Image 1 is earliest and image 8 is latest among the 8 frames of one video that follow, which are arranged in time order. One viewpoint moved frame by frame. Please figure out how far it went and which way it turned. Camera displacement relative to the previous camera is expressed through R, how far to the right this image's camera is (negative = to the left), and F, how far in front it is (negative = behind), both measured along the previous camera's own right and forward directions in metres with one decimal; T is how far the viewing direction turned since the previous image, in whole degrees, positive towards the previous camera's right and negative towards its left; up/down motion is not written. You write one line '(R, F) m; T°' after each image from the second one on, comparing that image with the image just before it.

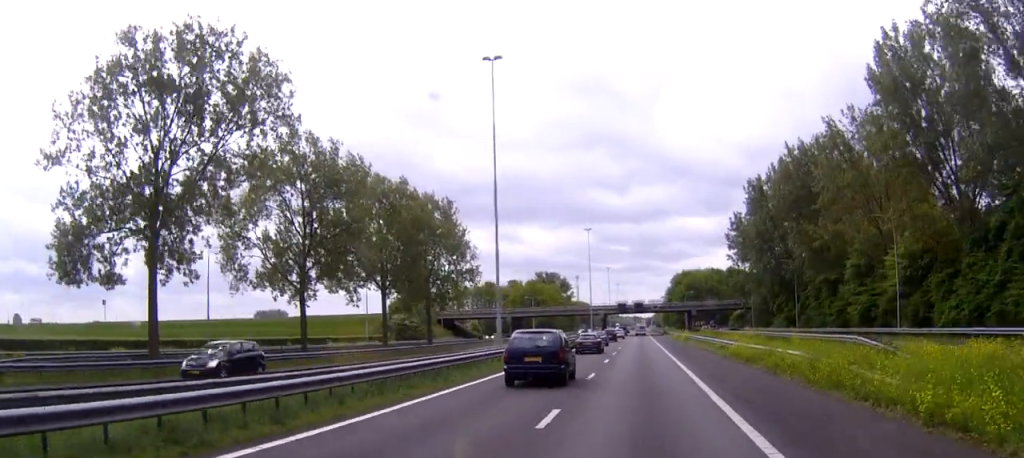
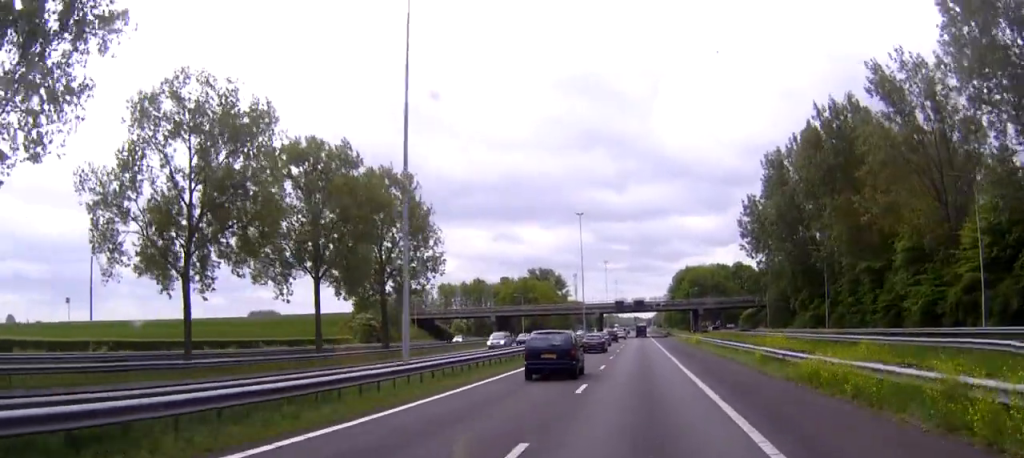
(0.0, +17.1) m; 0°
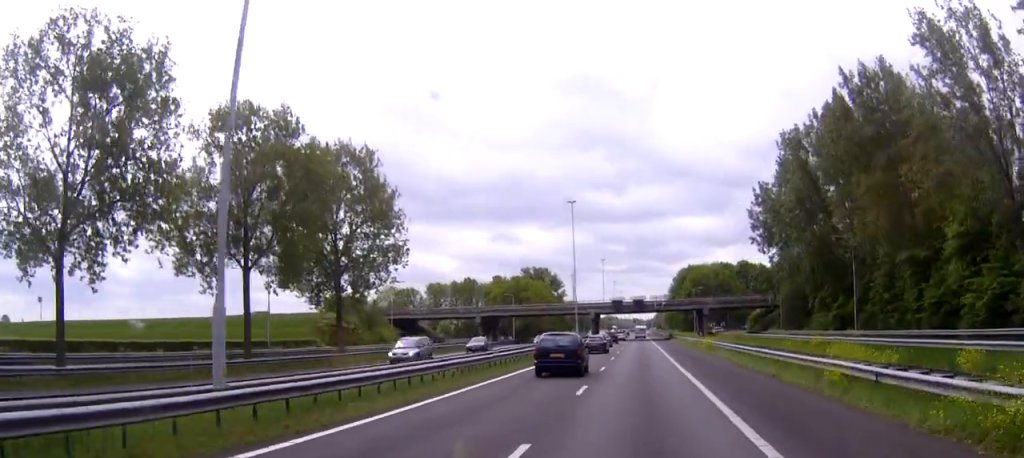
(0.0, +12.1) m; 0°
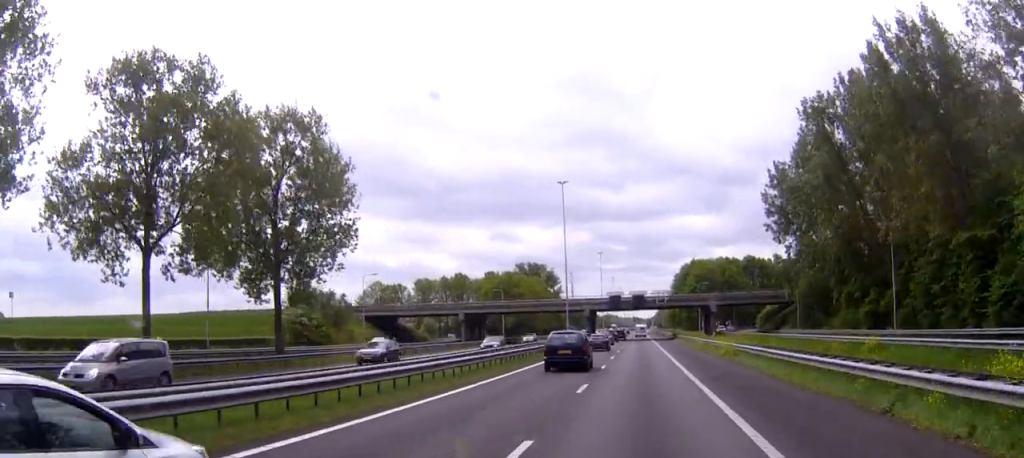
(+0.1, +12.0) m; 0°
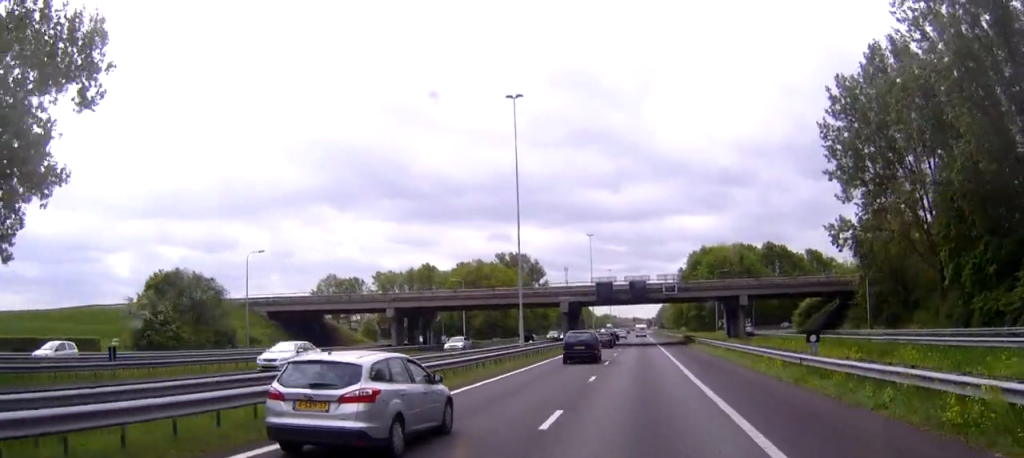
(+0.3, +32.0) m; 0°
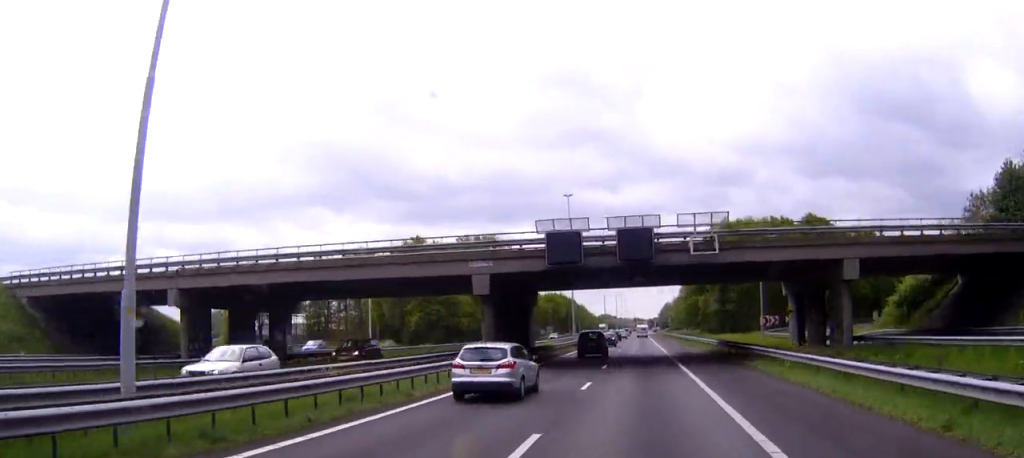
(-0.2, +40.5) m; -1°
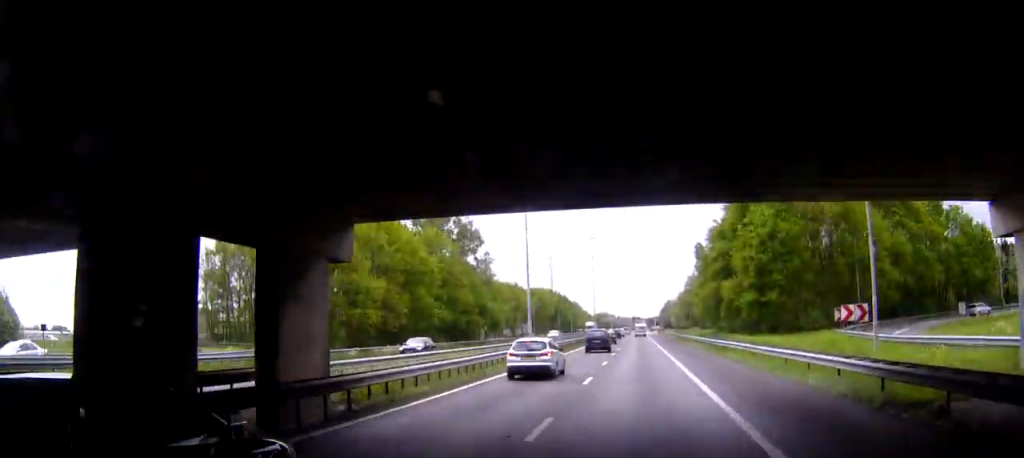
(-0.2, +34.6) m; -1°
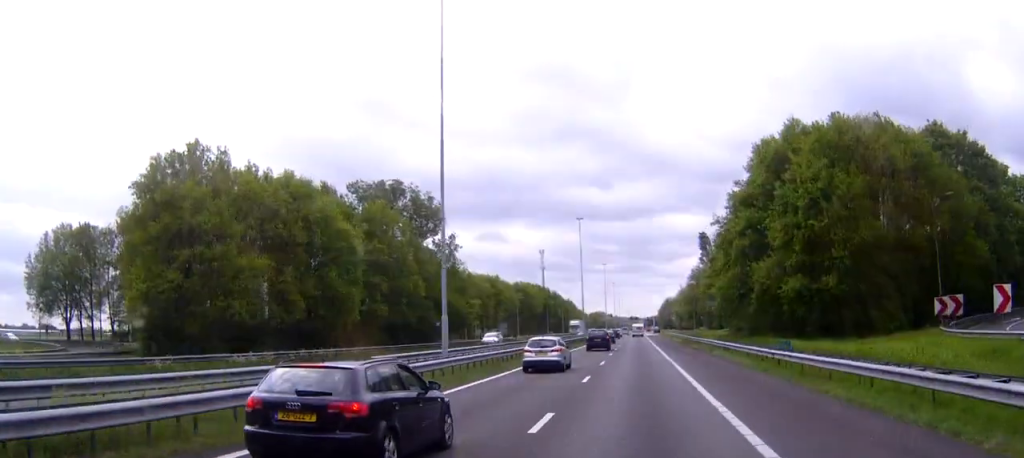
(0.0, +23.0) m; 0°
